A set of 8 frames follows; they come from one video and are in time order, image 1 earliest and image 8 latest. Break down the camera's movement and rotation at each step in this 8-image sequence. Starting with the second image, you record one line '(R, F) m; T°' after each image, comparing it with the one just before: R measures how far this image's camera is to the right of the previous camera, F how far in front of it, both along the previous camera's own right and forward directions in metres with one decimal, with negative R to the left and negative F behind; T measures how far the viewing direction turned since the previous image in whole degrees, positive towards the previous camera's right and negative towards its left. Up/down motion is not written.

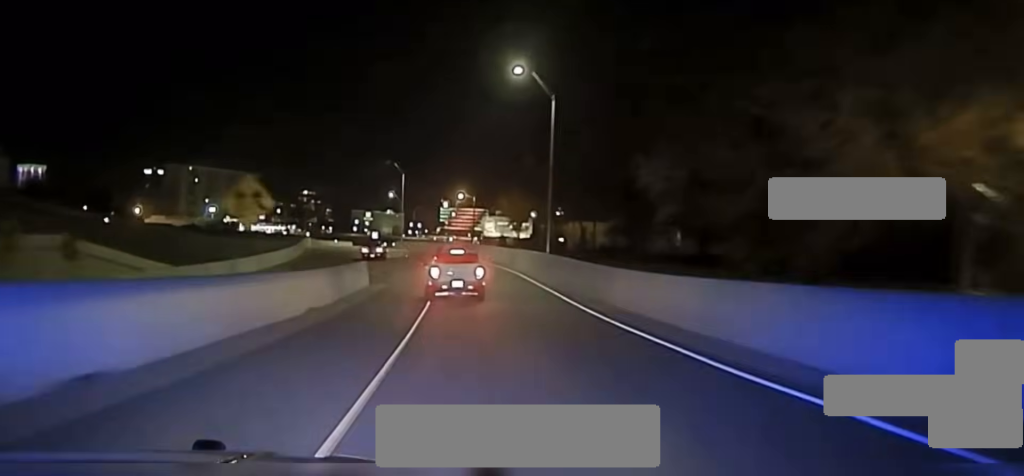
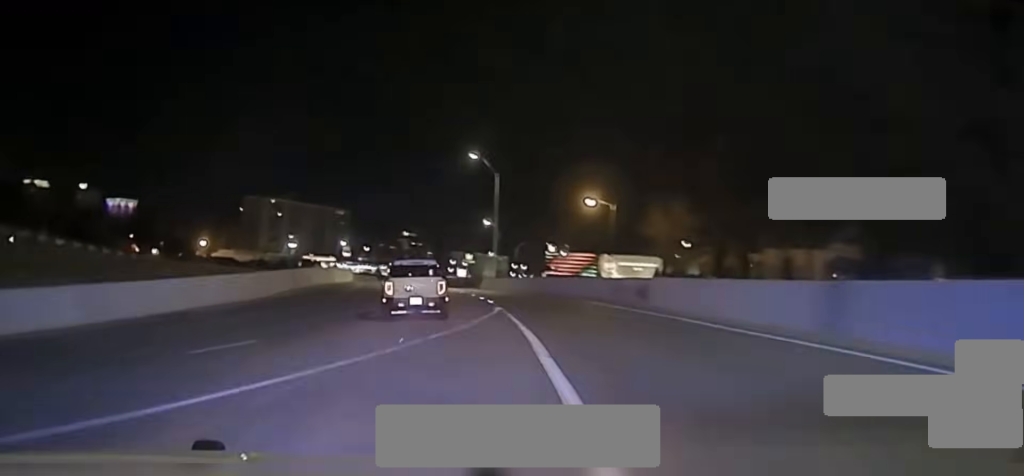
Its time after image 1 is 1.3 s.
(-1.9, +43.3) m; -7°
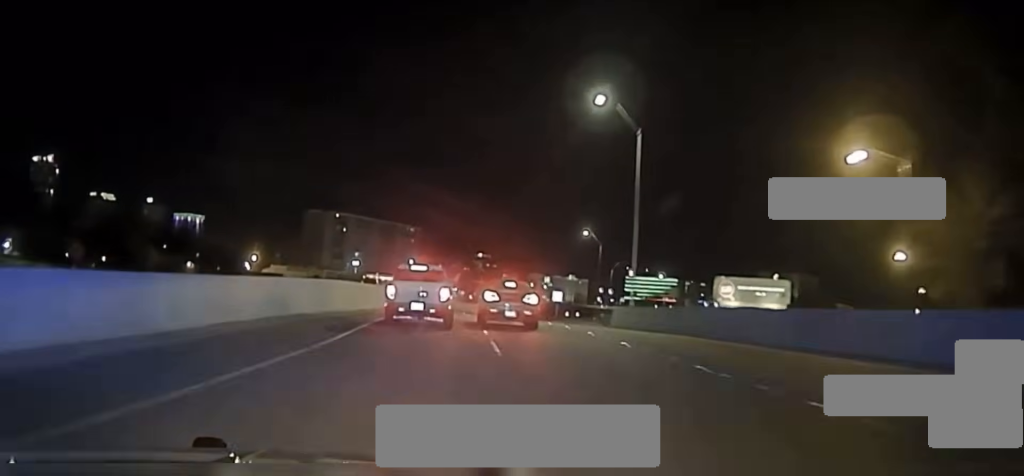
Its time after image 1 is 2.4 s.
(-1.7, +34.0) m; -4°
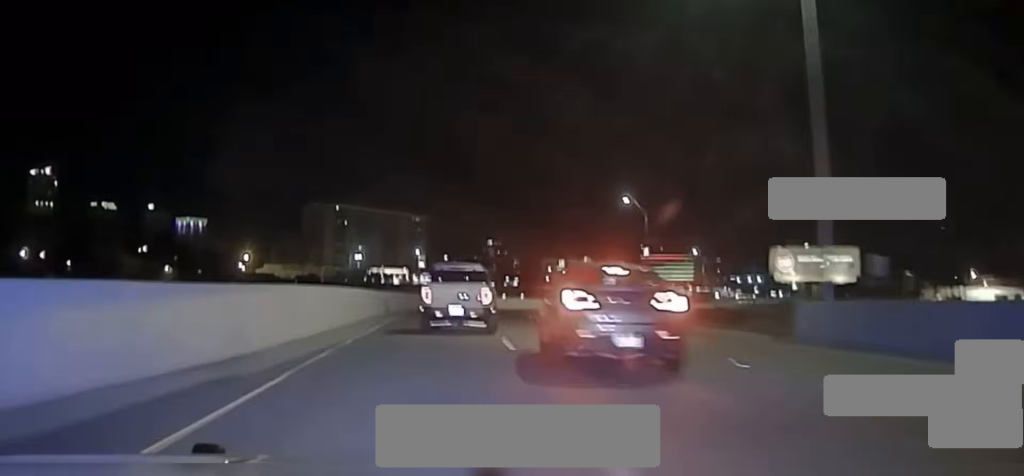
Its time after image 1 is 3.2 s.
(-0.1, +22.5) m; +2°
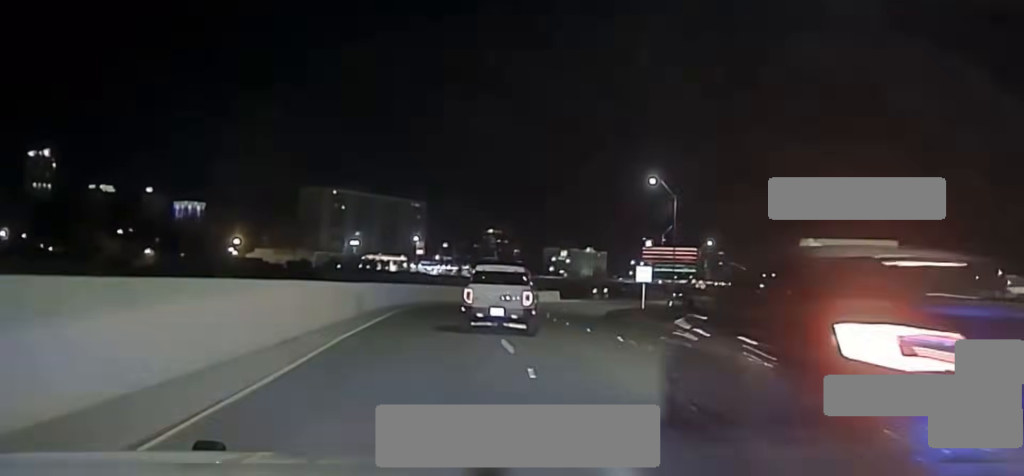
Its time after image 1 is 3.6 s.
(-0.2, +12.8) m; +2°
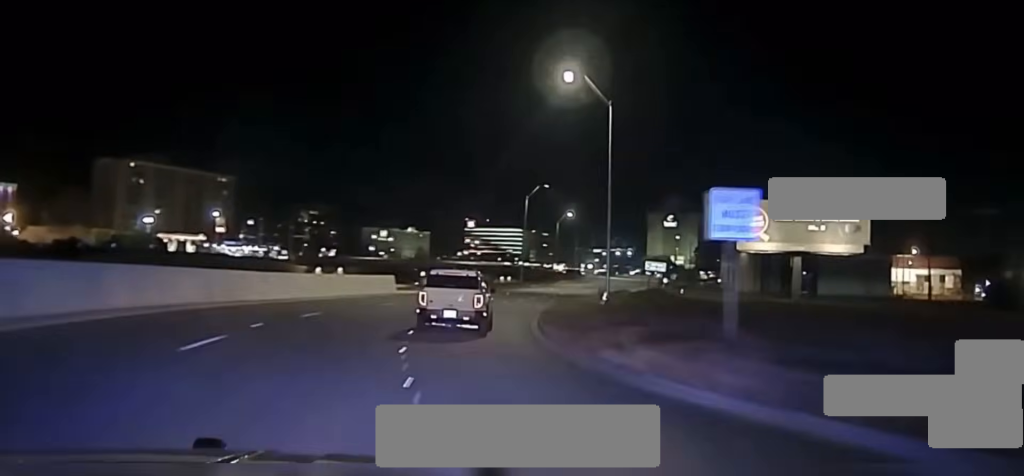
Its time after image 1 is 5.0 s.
(+4.1, +38.7) m; +11°
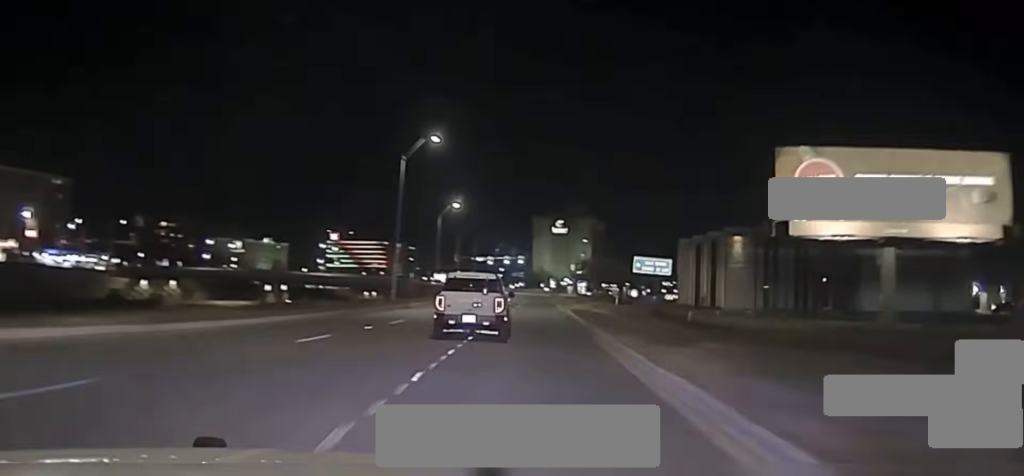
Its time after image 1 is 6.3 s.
(+3.5, +42.4) m; +8°
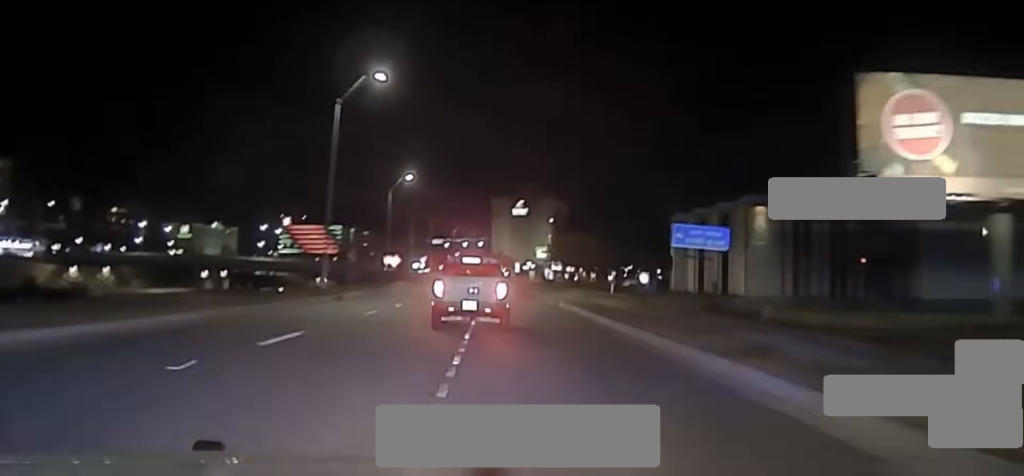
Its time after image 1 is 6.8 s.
(+0.3, +15.2) m; +2°
